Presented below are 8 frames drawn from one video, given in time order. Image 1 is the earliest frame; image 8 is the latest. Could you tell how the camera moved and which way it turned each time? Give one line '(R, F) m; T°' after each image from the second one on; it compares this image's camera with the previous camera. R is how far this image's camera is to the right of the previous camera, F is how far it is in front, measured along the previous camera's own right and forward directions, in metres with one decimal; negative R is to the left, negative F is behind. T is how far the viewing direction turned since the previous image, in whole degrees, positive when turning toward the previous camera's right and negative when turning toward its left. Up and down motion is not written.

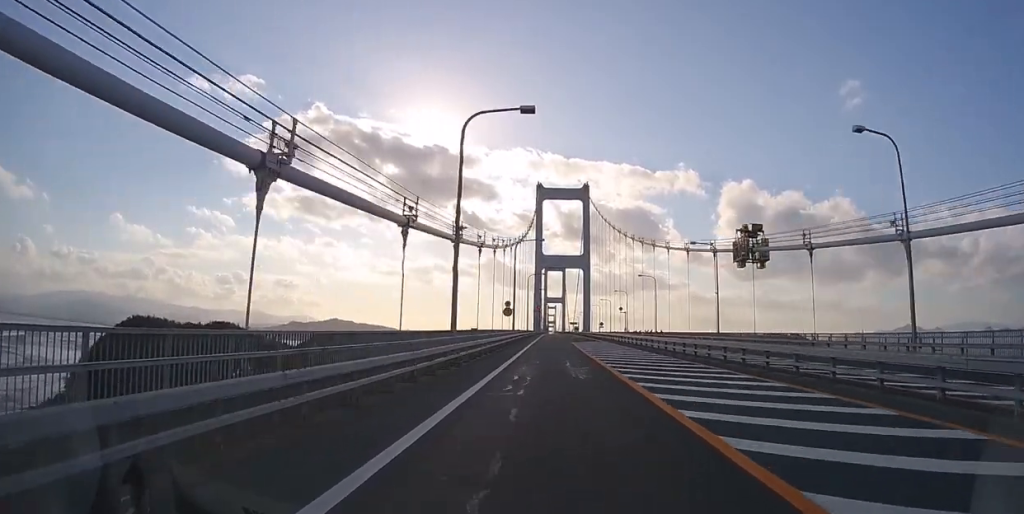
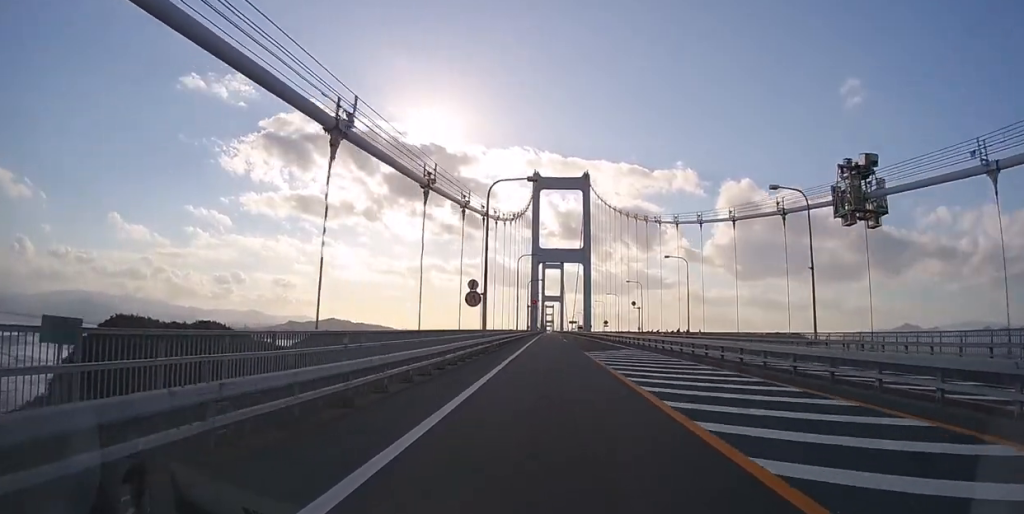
(0.0, +20.1) m; 0°
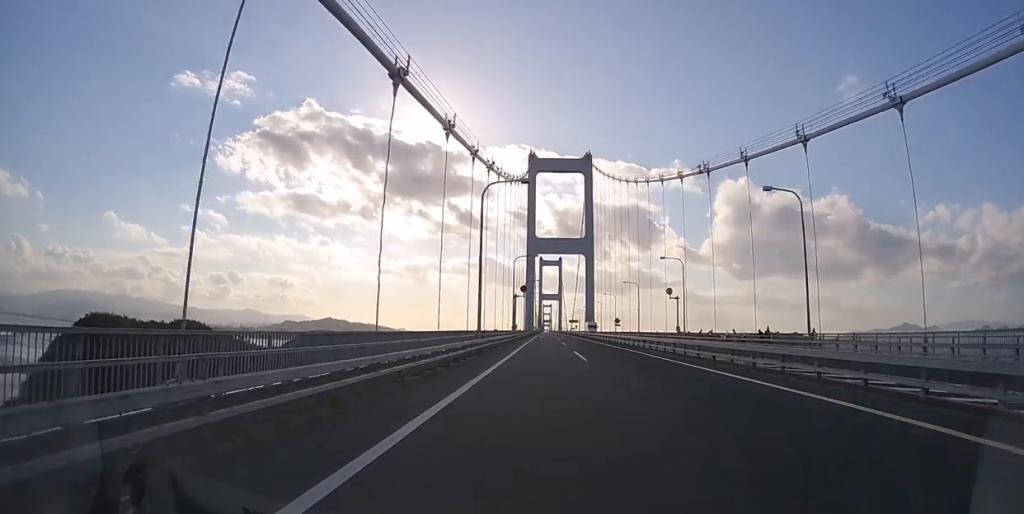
(0.0, +29.5) m; 0°
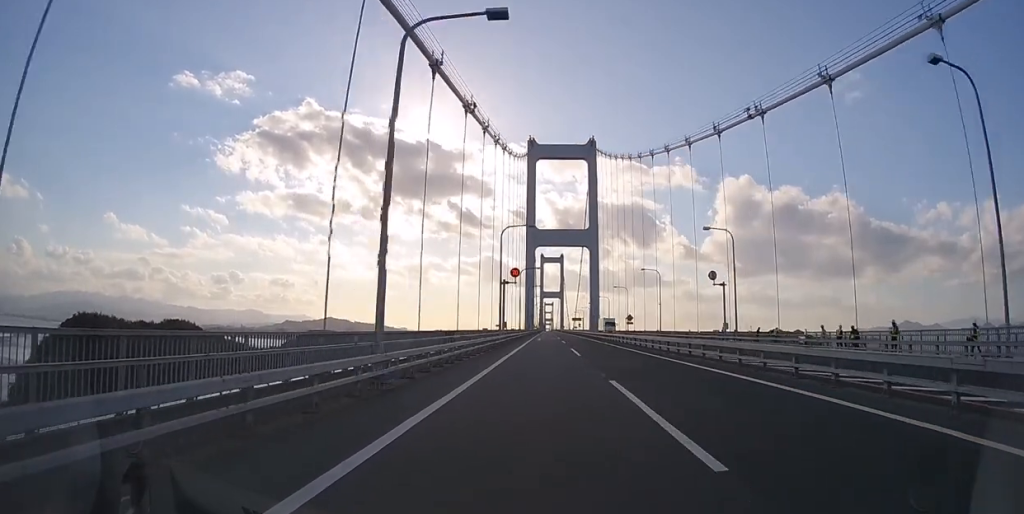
(0.0, +16.5) m; 0°
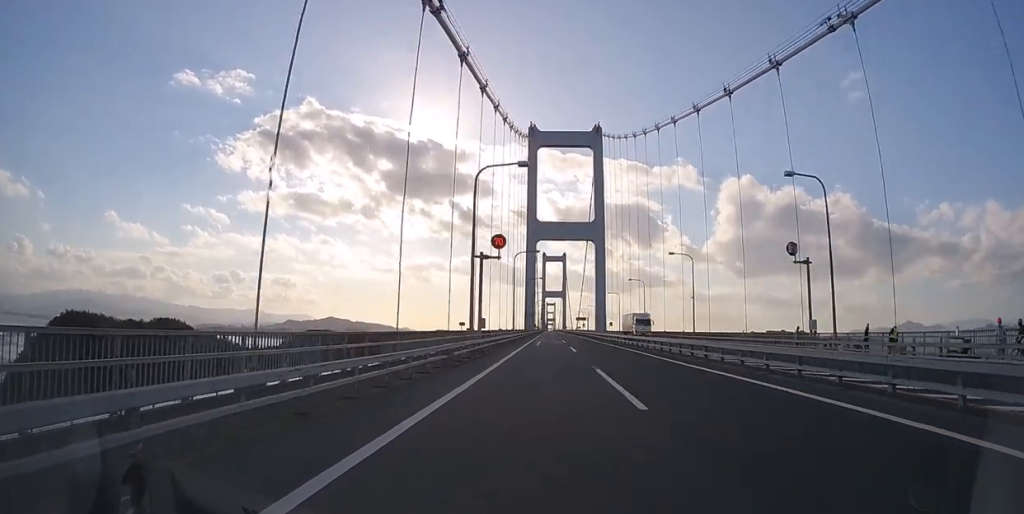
(0.0, +15.8) m; 0°
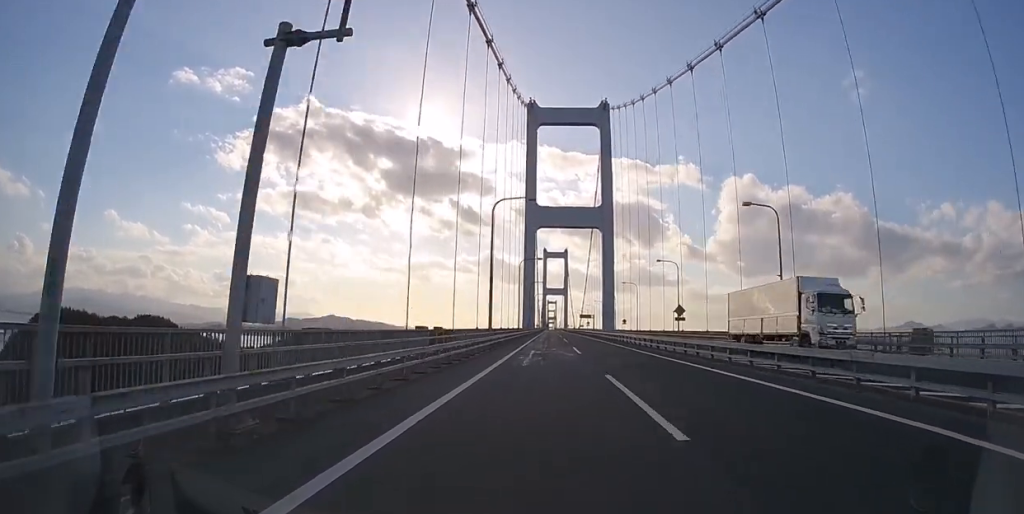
(-0.1, +22.4) m; 0°
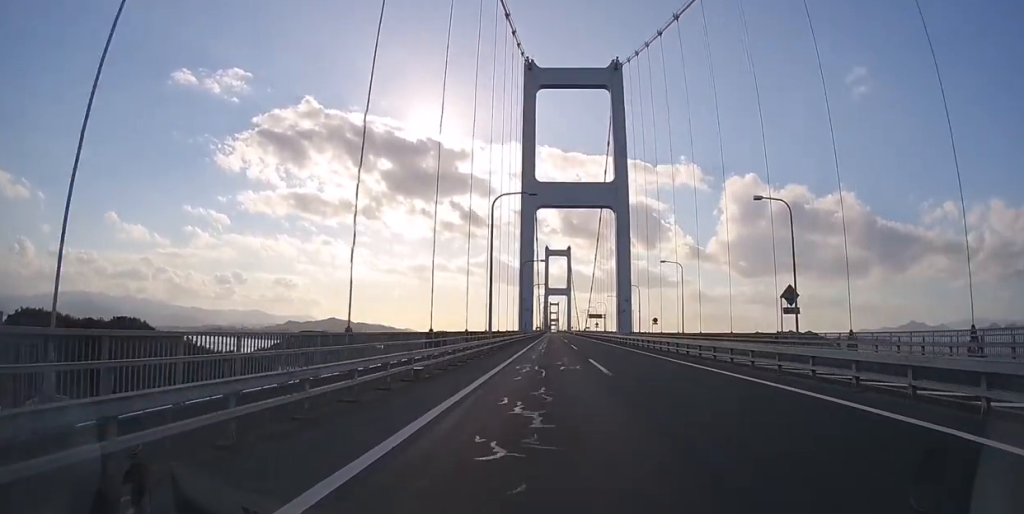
(-0.1, +31.8) m; 0°
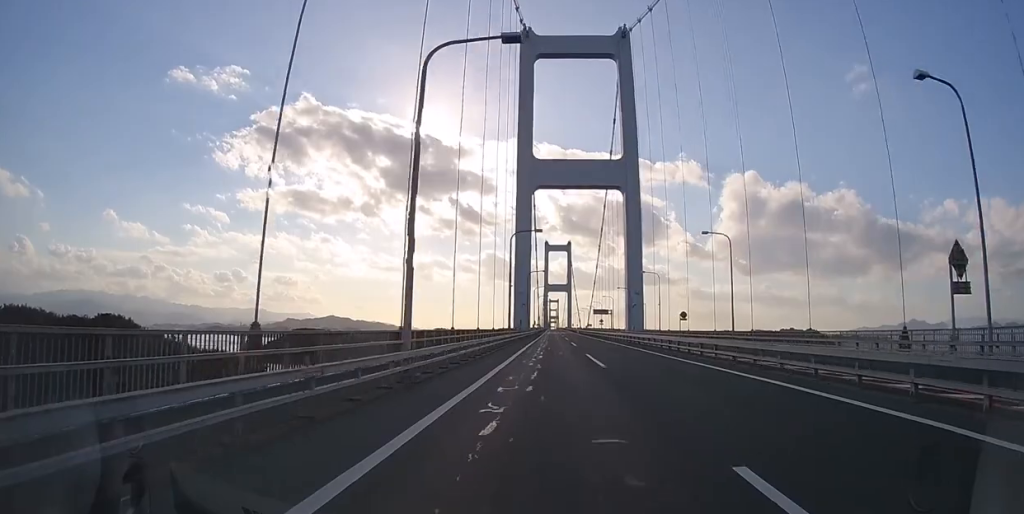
(0.0, +17.4) m; 0°
